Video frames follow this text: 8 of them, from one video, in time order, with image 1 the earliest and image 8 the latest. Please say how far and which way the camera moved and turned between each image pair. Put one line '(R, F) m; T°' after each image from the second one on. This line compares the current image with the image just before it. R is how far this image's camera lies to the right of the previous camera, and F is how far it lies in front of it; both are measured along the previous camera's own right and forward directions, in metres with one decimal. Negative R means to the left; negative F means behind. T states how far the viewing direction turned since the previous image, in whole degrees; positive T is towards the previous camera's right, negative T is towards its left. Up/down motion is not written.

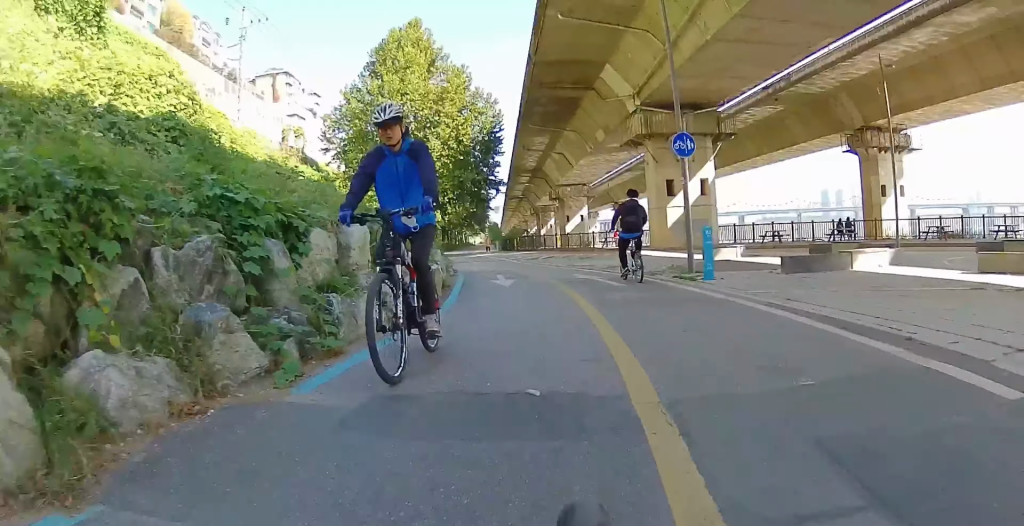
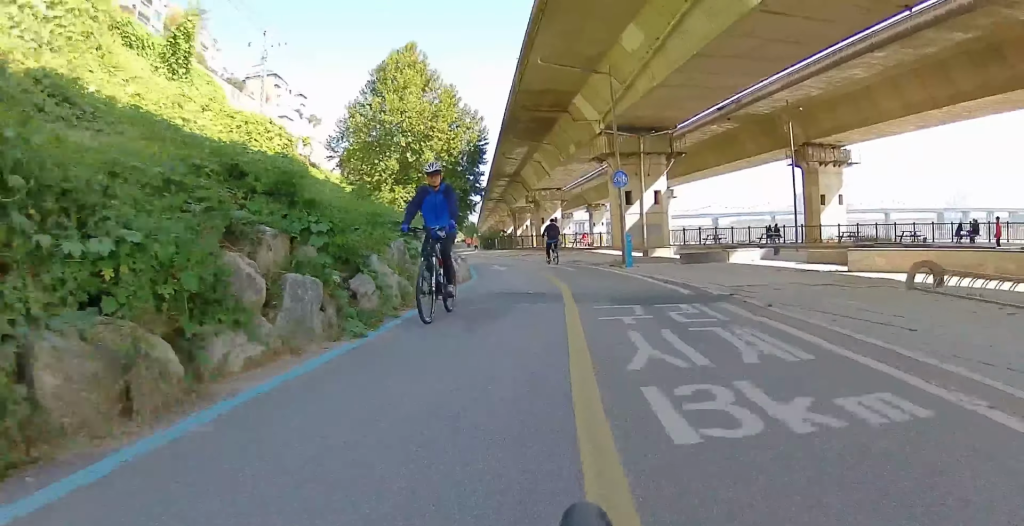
(+0.1, +6.7) m; +2°
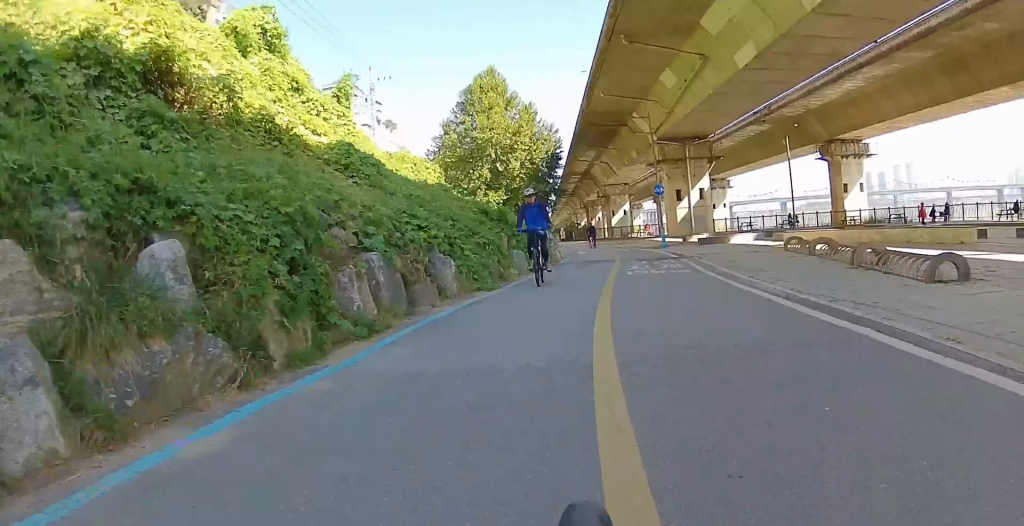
(+0.2, +10.1) m; +1°
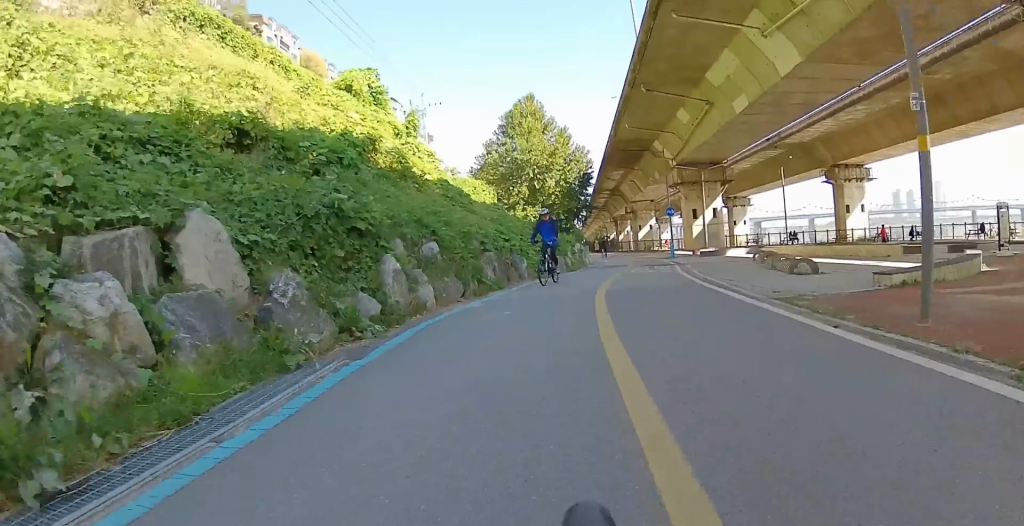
(-0.1, +7.0) m; -1°
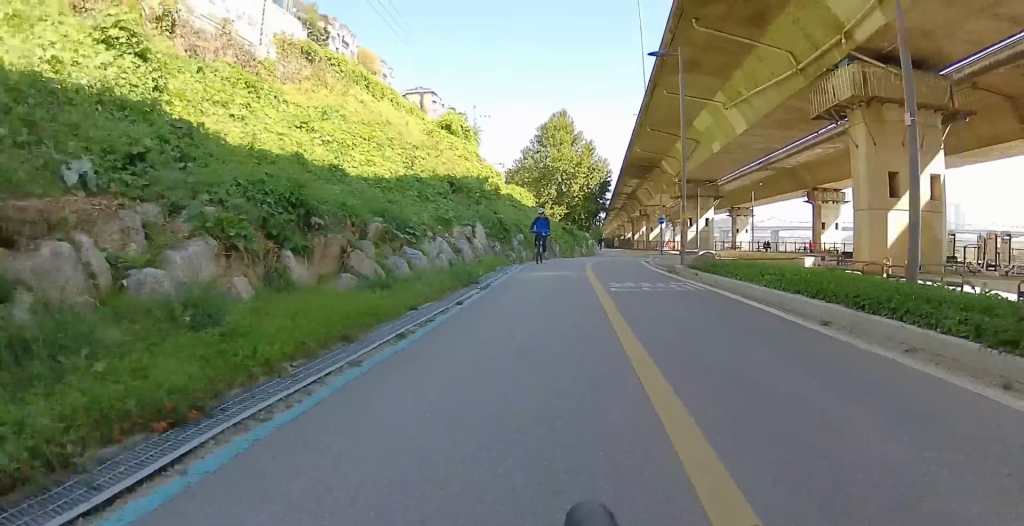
(-0.4, +13.5) m; -3°
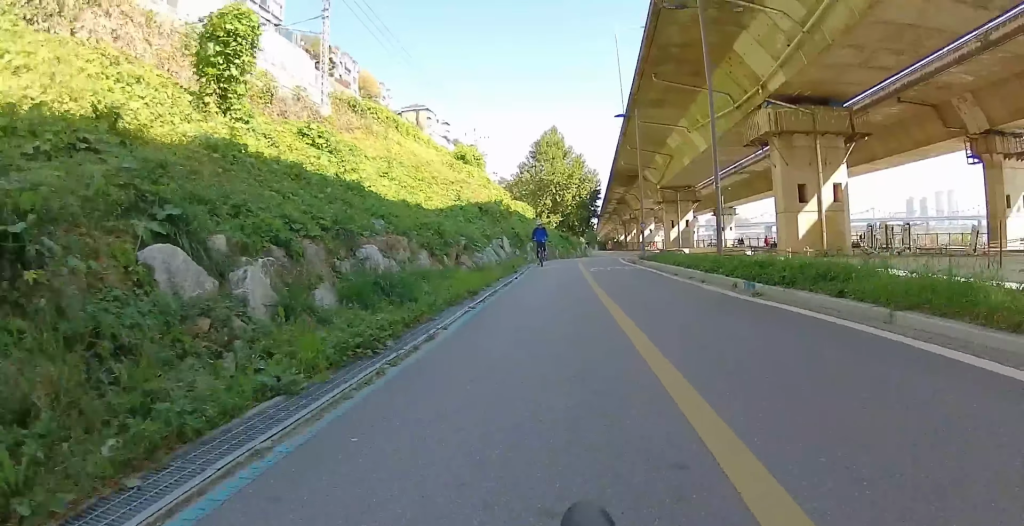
(-0.2, +8.6) m; 0°
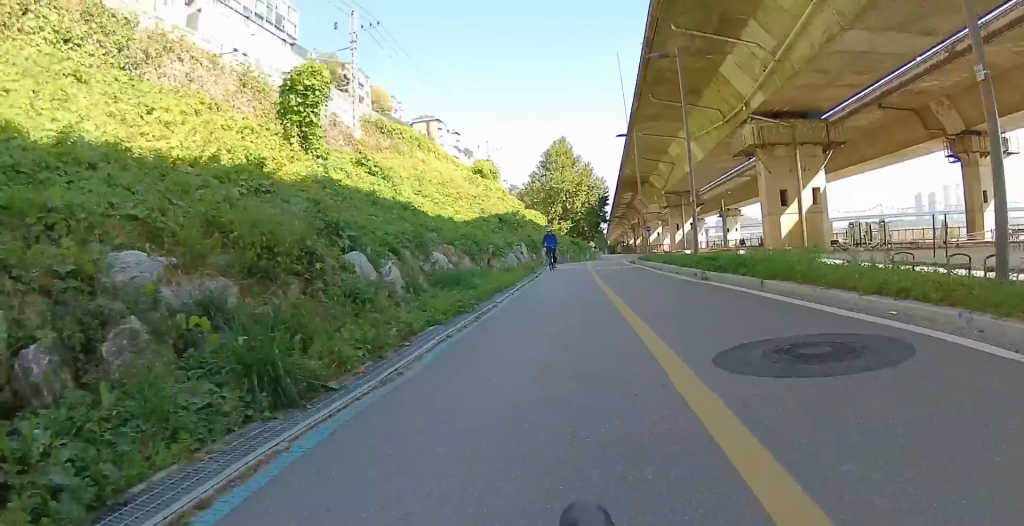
(+0.1, +4.0) m; +1°
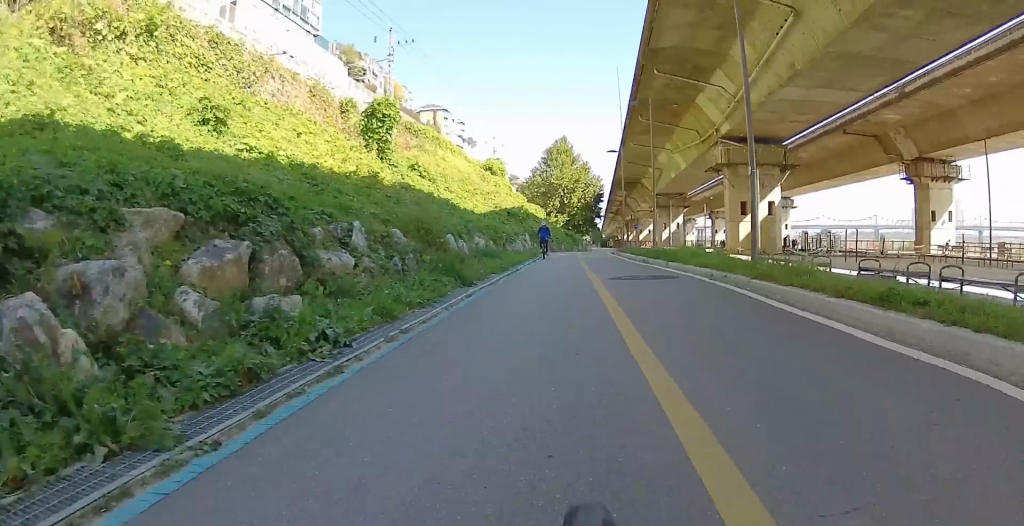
(+0.1, +7.3) m; +1°
